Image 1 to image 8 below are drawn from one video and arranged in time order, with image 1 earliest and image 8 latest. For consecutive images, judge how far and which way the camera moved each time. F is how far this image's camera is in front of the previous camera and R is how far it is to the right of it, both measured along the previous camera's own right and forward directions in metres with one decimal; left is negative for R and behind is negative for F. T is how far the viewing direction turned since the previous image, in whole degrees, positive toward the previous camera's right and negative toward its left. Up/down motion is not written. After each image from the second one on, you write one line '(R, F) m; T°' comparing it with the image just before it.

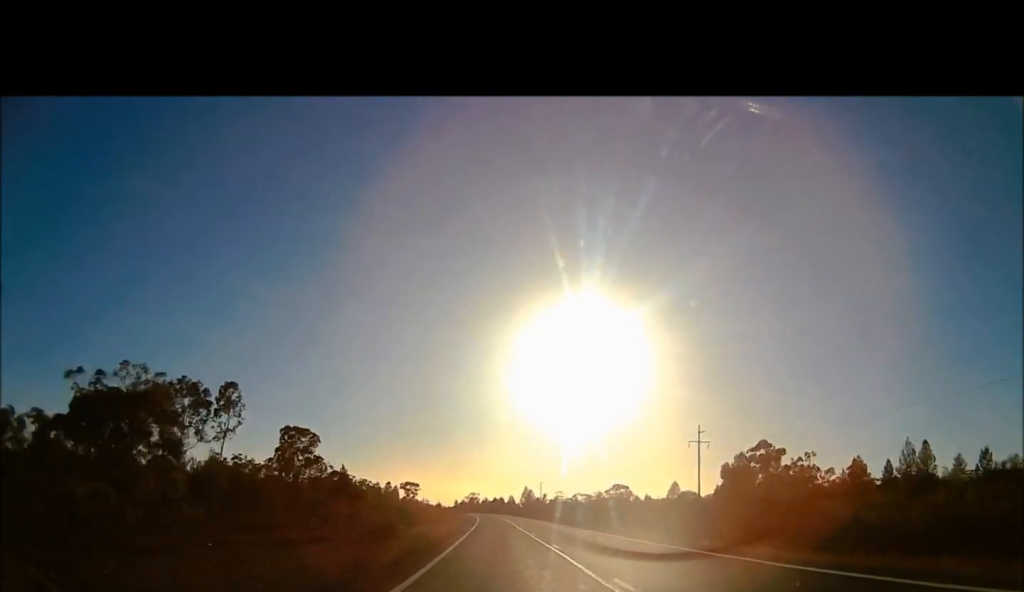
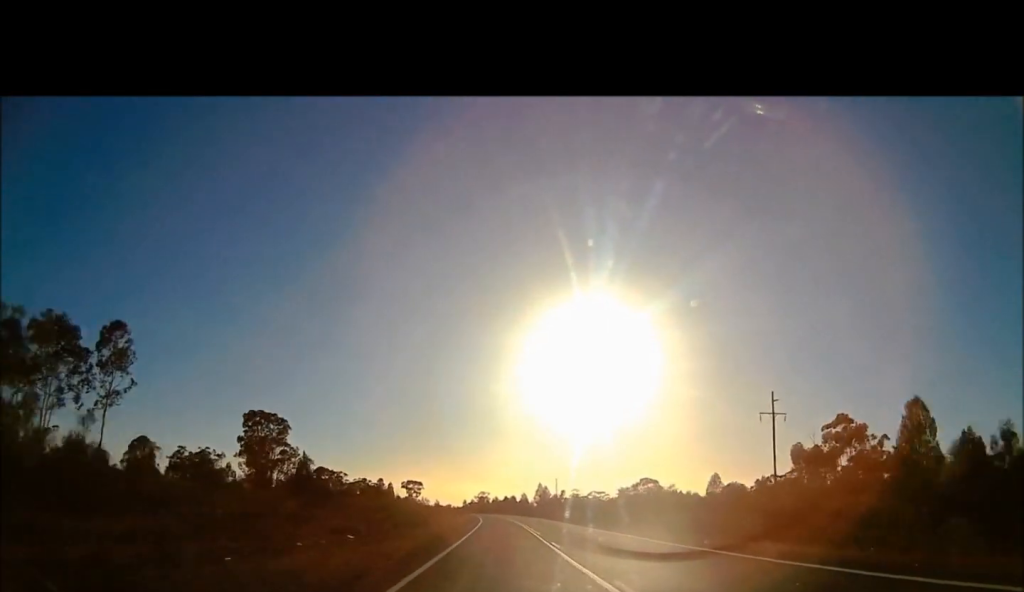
(0.0, +24.2) m; 0°
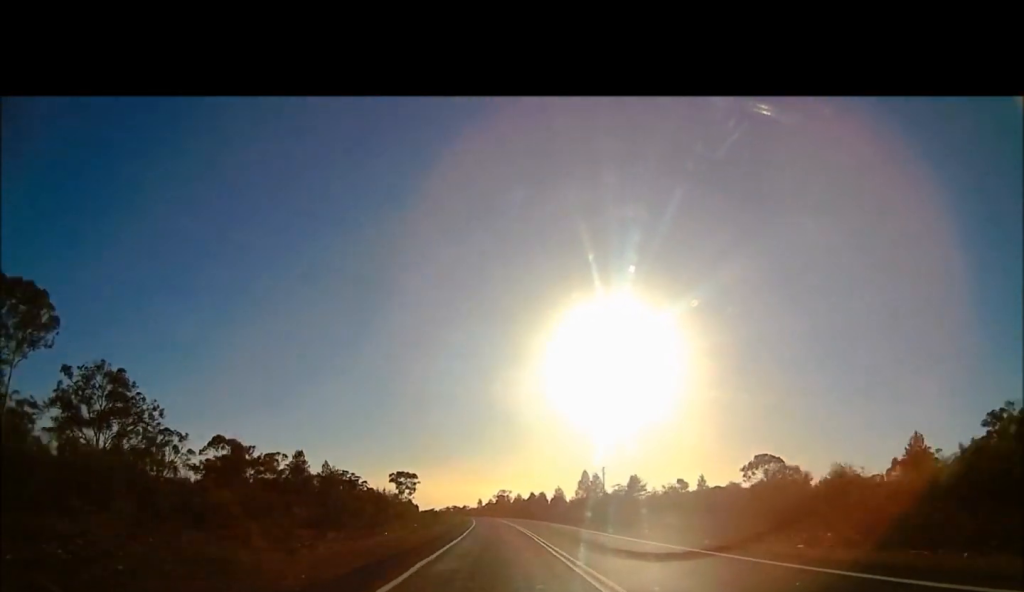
(0.0, +67.3) m; 0°
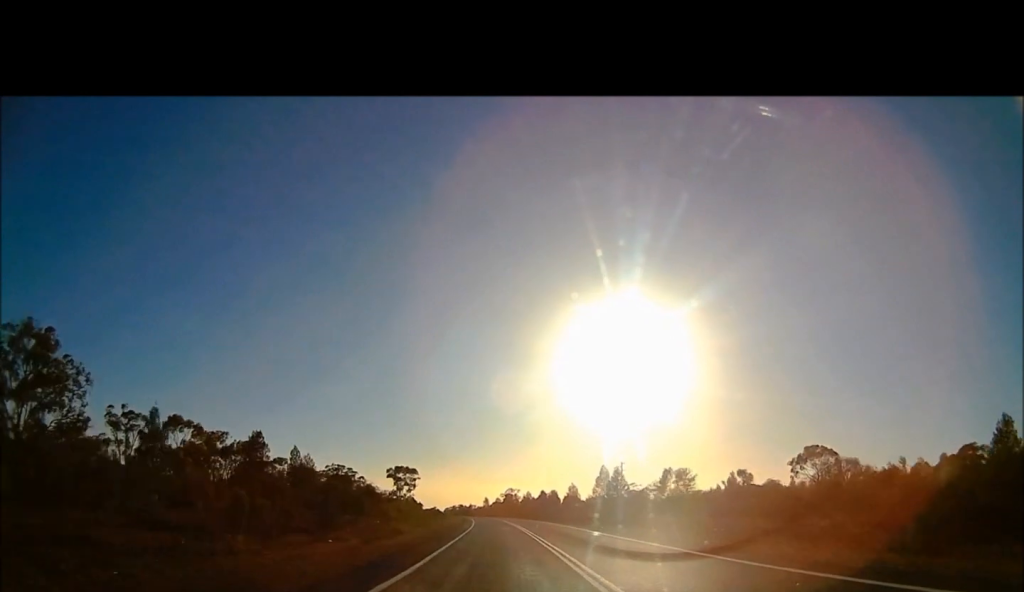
(0.0, +15.5) m; 0°
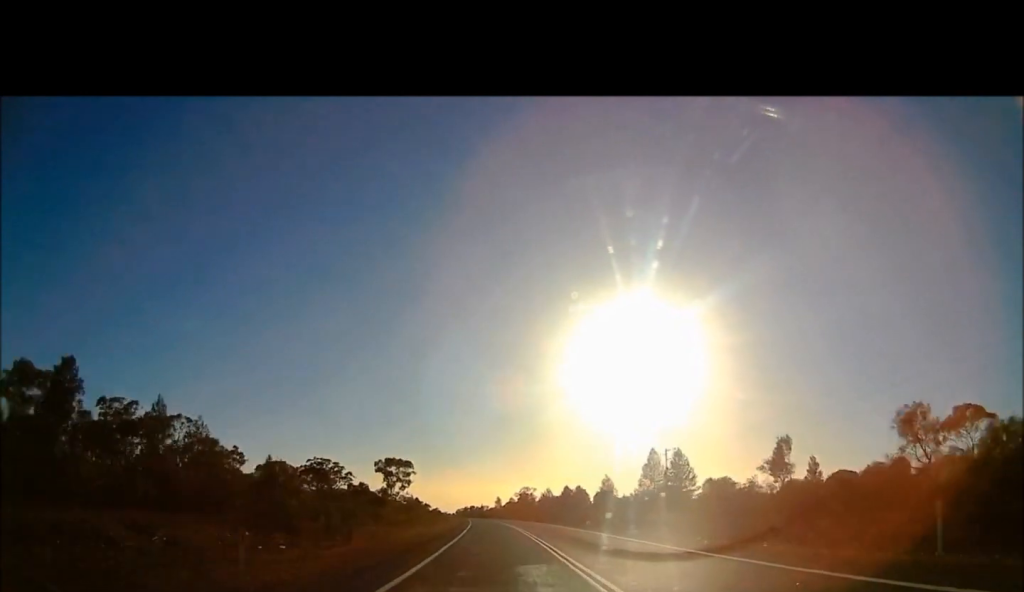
(0.0, +31.0) m; 0°
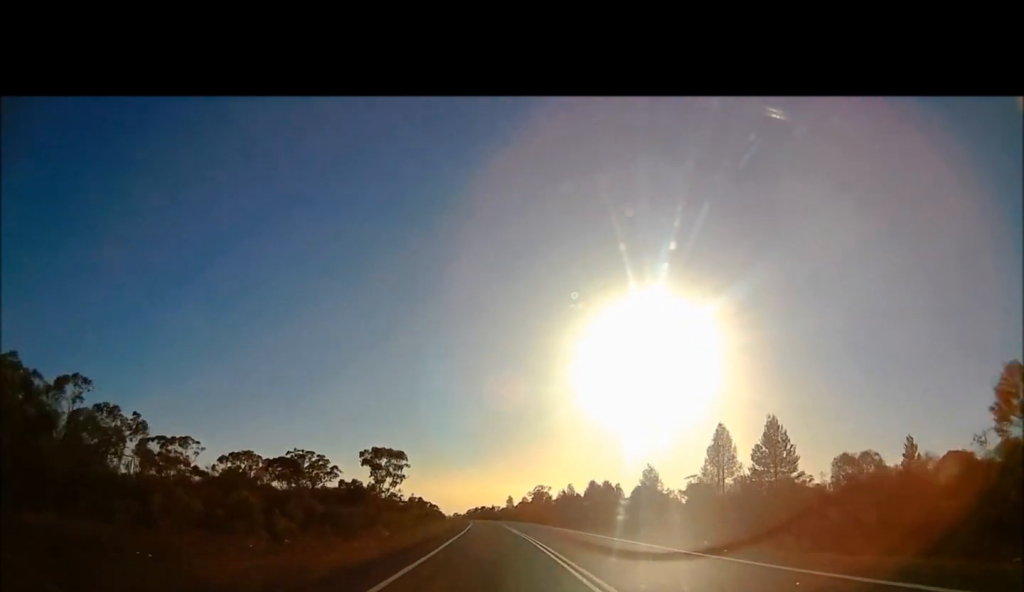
(0.0, +24.4) m; 0°
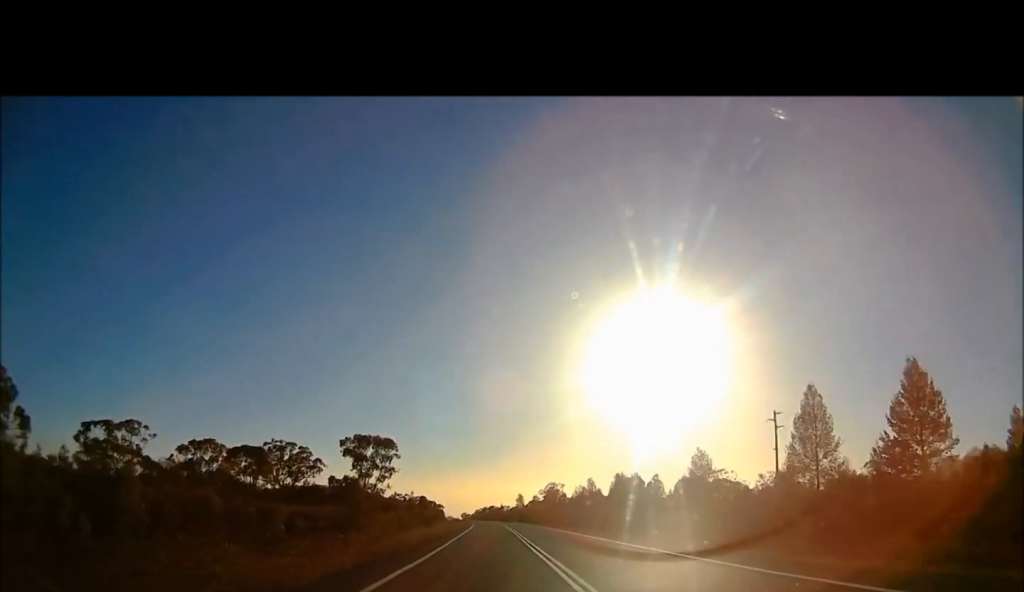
(0.0, +18.8) m; 0°
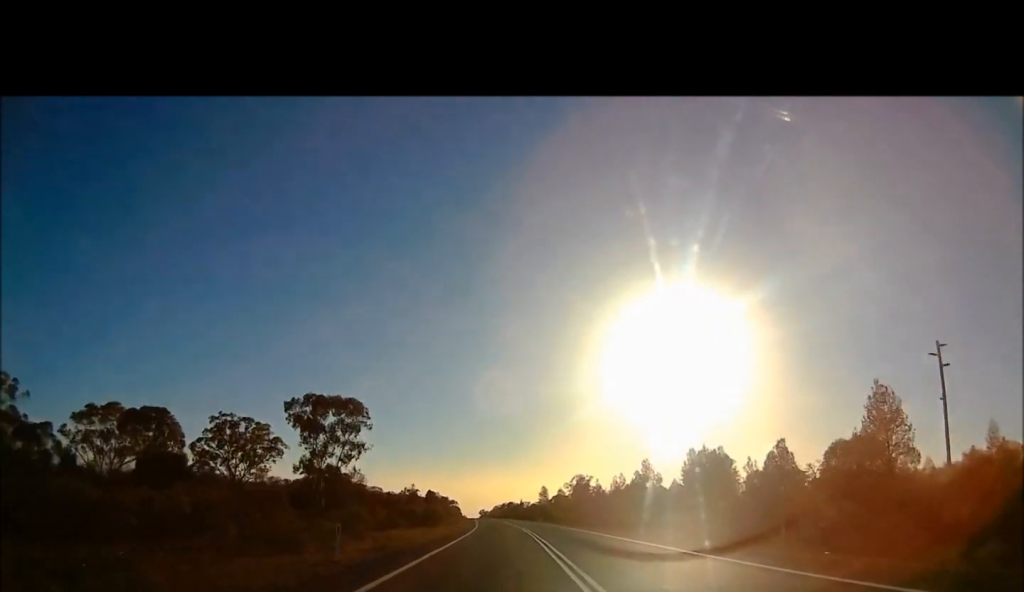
(0.0, +30.0) m; 0°
